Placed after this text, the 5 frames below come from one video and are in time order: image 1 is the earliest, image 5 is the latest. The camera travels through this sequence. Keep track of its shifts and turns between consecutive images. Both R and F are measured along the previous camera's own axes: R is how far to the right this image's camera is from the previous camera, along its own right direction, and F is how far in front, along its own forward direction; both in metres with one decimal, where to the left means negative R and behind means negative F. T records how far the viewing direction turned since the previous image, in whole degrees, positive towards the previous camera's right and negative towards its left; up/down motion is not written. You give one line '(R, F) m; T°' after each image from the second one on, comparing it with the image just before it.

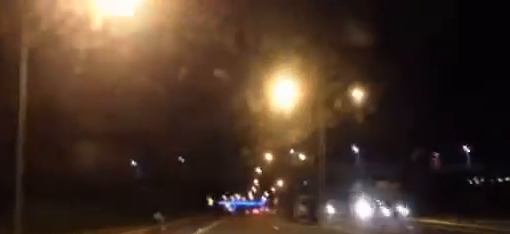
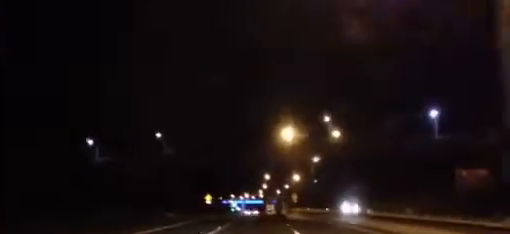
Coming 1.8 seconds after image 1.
(-0.1, +41.3) m; 0°
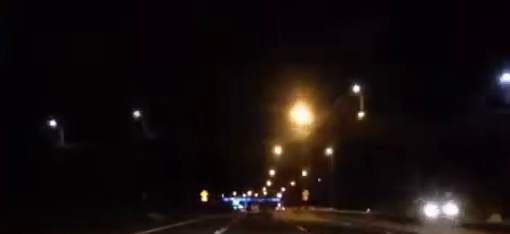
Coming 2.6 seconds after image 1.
(0.0, +18.4) m; 0°
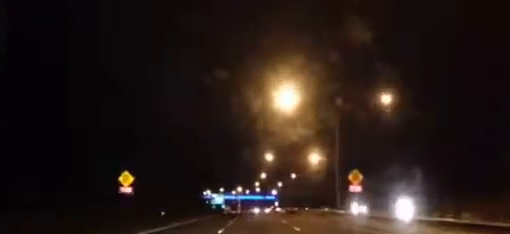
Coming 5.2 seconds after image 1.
(+0.3, +58.8) m; 0°
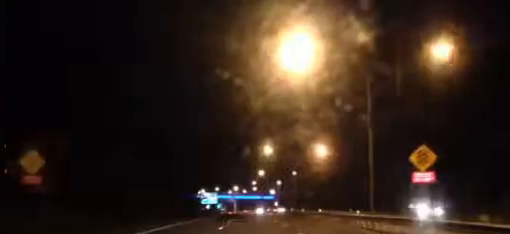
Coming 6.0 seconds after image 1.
(0.0, +18.3) m; 0°
